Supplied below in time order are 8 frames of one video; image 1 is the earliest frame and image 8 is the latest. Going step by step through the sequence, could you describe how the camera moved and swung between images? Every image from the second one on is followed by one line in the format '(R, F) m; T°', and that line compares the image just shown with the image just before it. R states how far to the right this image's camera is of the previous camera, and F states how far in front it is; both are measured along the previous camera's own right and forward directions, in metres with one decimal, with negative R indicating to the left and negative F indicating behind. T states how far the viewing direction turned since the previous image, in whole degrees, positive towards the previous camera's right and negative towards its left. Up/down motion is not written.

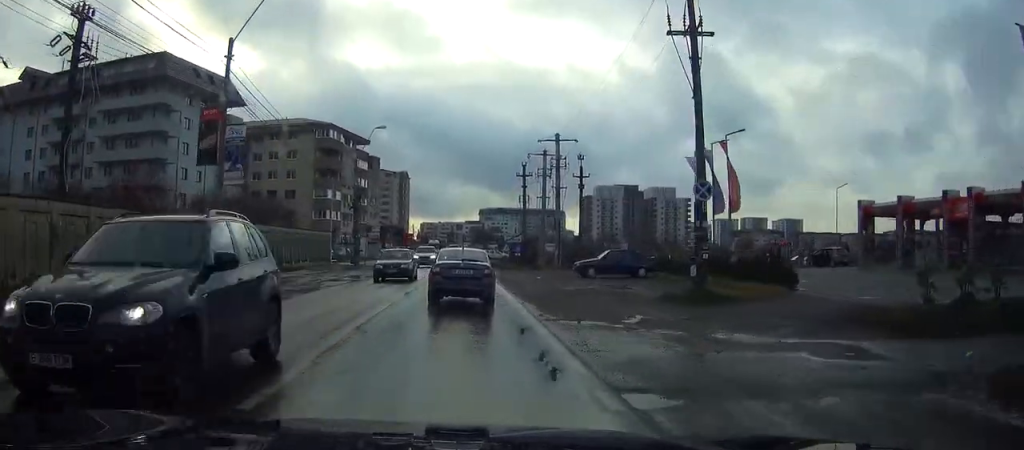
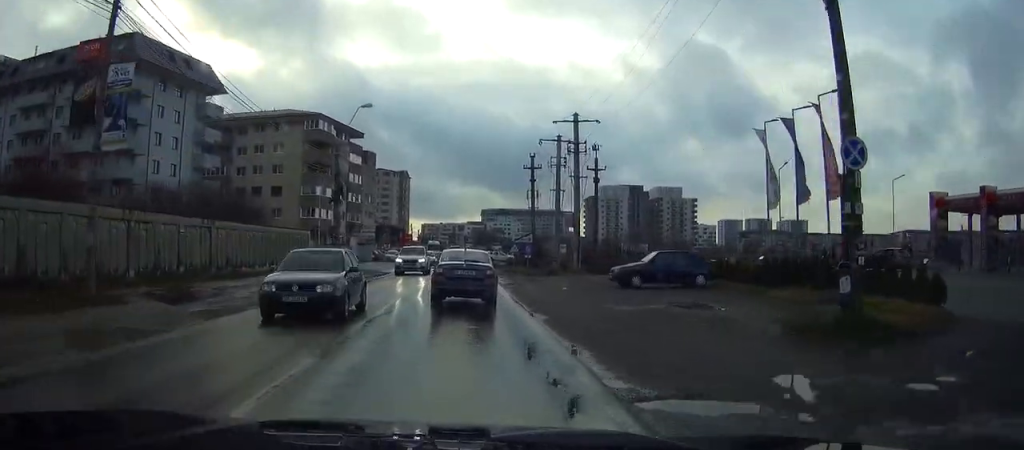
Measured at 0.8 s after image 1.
(0.0, +8.4) m; 0°
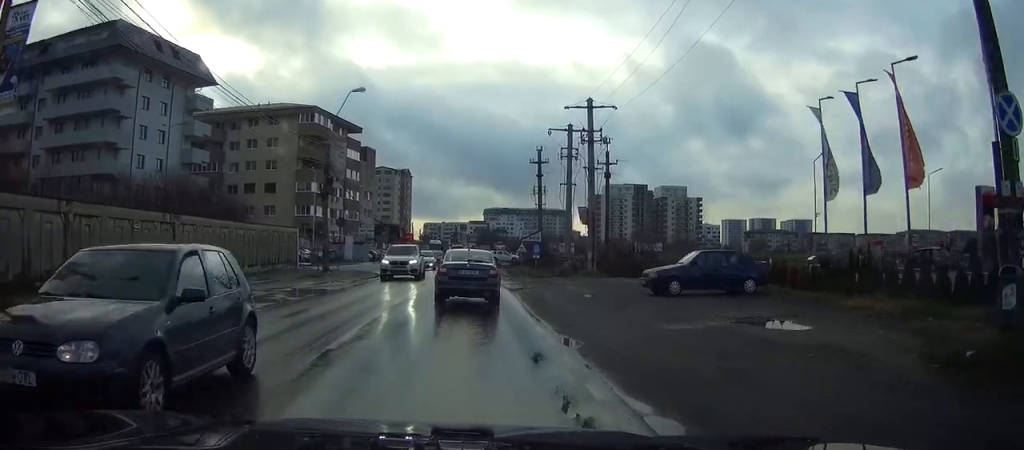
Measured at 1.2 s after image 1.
(0.0, +4.5) m; 0°
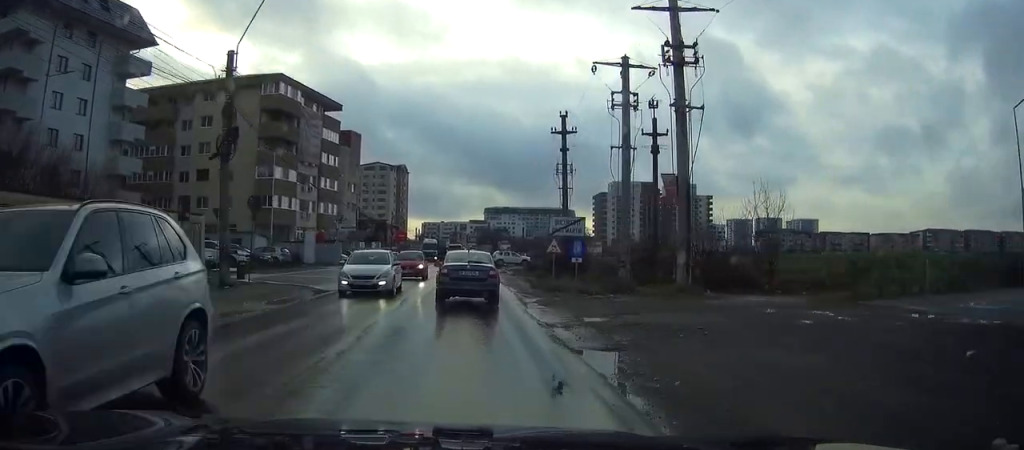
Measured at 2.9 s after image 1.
(-0.1, +17.7) m; 0°
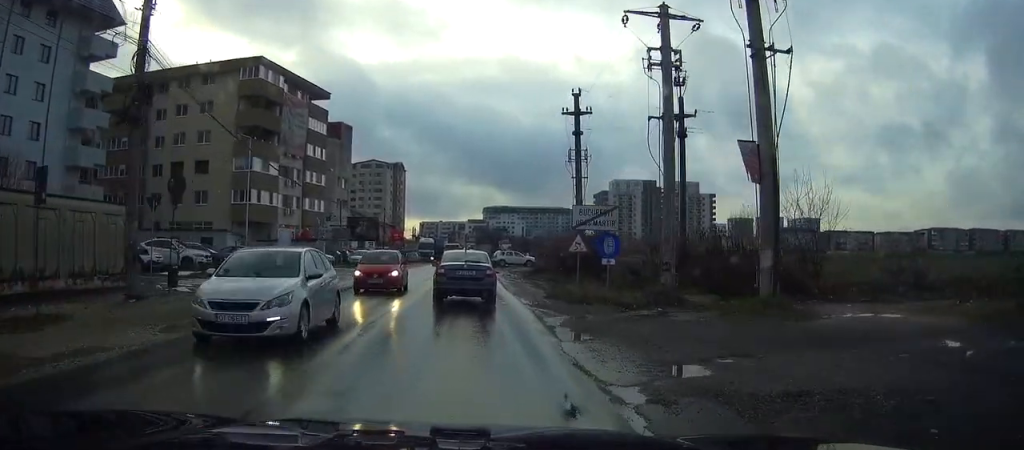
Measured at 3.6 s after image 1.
(0.0, +7.0) m; 0°
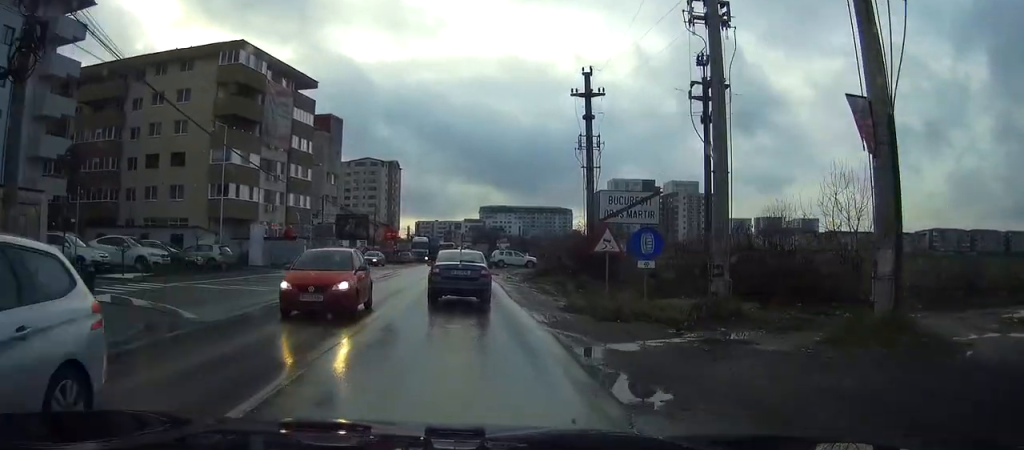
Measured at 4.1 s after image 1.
(0.0, +5.3) m; 0°
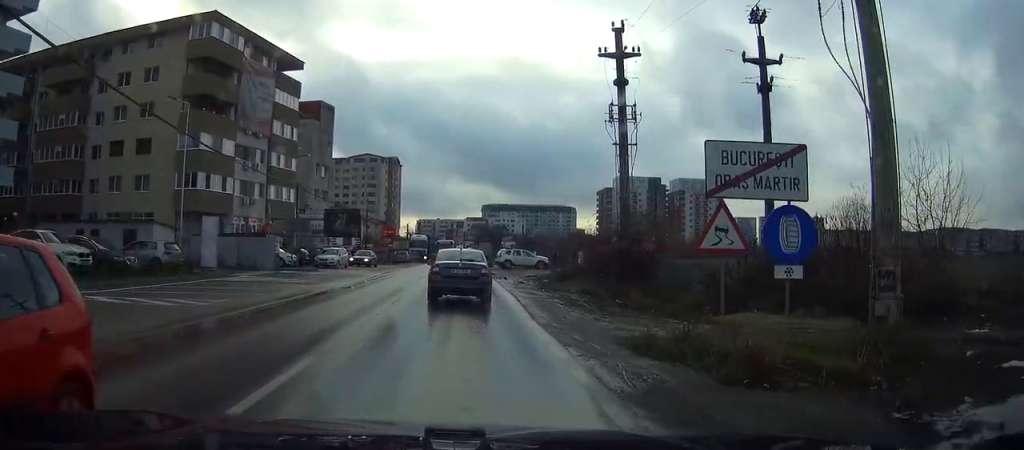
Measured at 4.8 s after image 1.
(0.0, +8.0) m; 0°
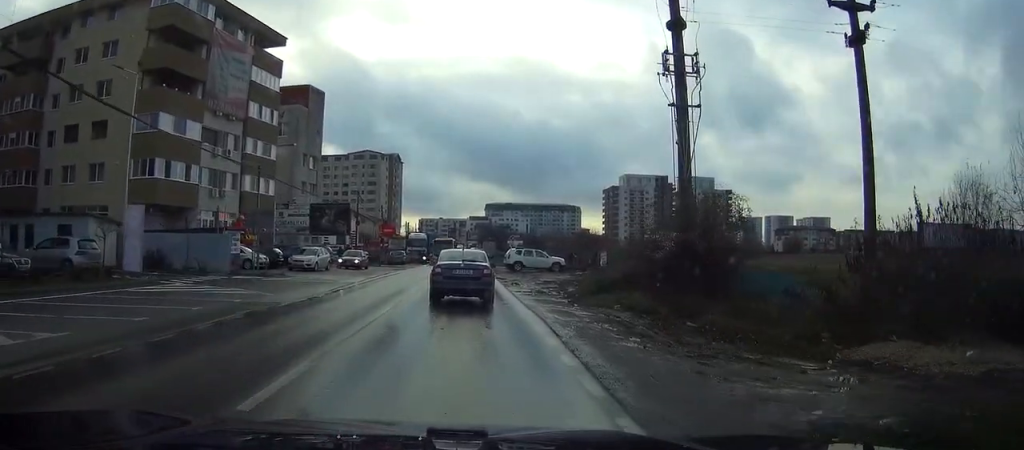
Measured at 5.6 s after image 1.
(0.0, +8.4) m; 0°
